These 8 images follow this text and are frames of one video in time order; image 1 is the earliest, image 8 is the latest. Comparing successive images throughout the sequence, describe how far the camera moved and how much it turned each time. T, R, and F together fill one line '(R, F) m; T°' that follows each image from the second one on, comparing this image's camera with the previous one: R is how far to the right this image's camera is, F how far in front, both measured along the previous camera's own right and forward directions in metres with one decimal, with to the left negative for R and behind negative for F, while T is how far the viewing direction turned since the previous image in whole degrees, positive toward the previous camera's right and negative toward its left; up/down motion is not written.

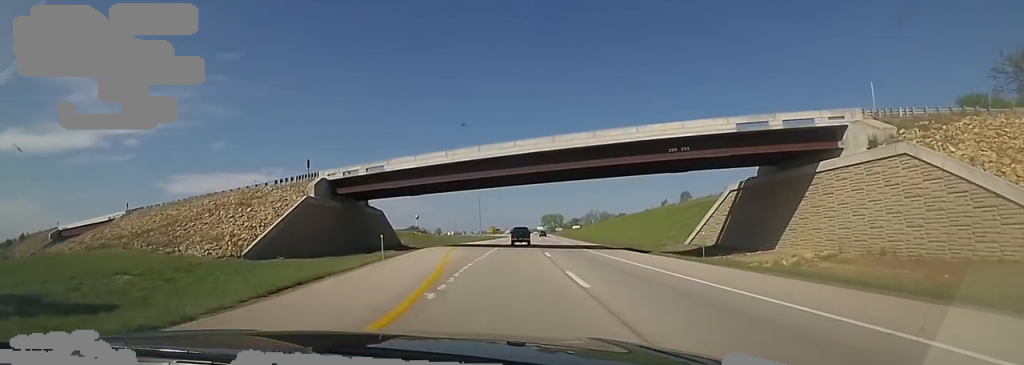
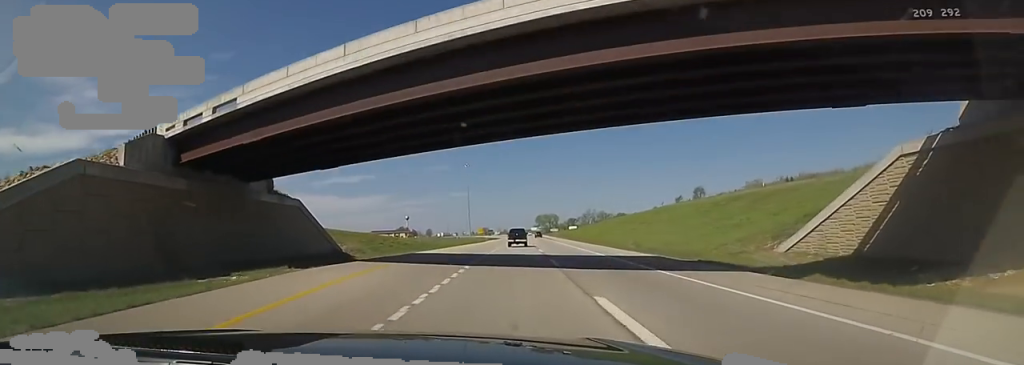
(0.0, +23.1) m; 0°
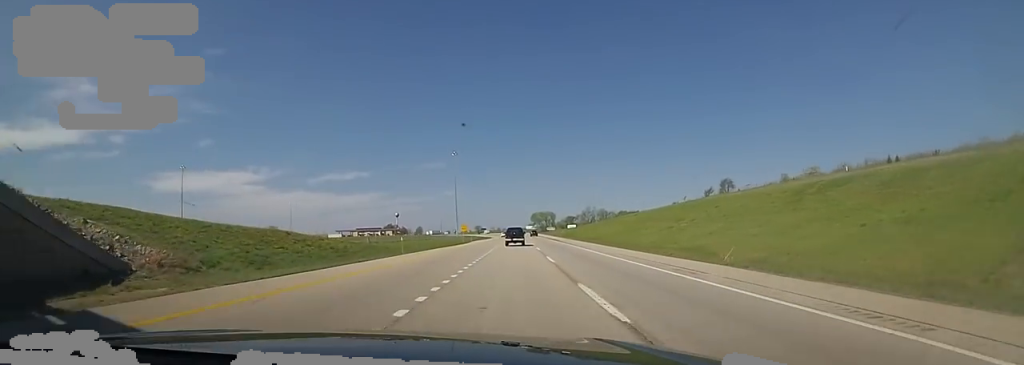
(0.0, +27.8) m; +1°
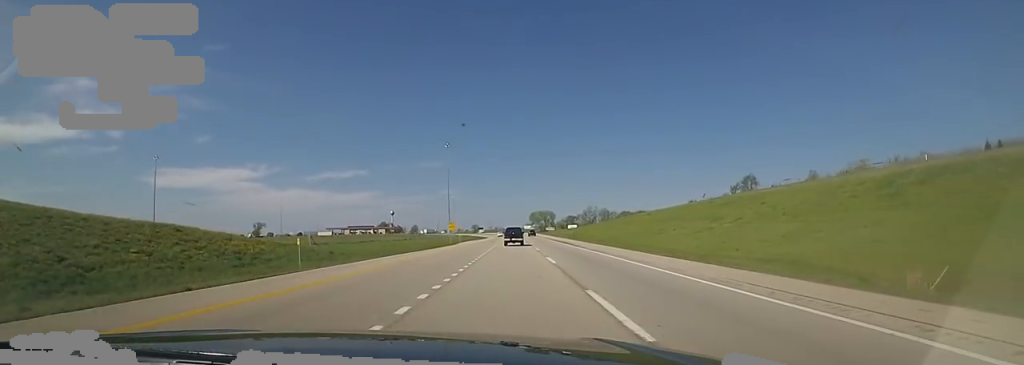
(-0.3, +16.2) m; +1°
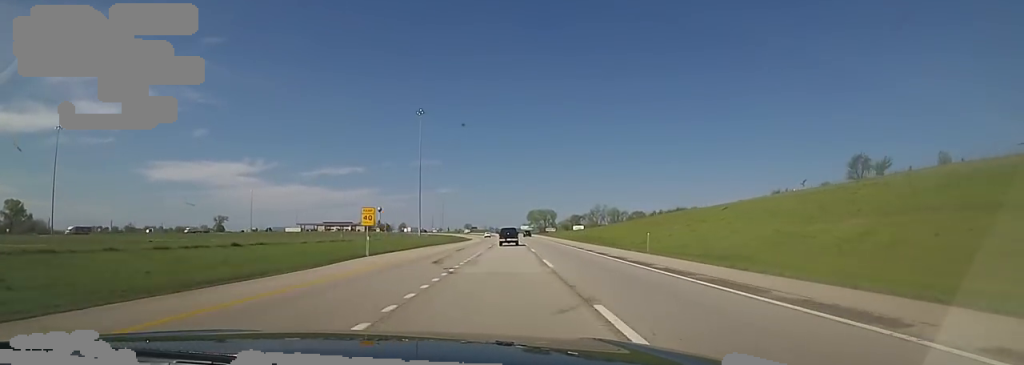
(+1.2, +47.6) m; +1°
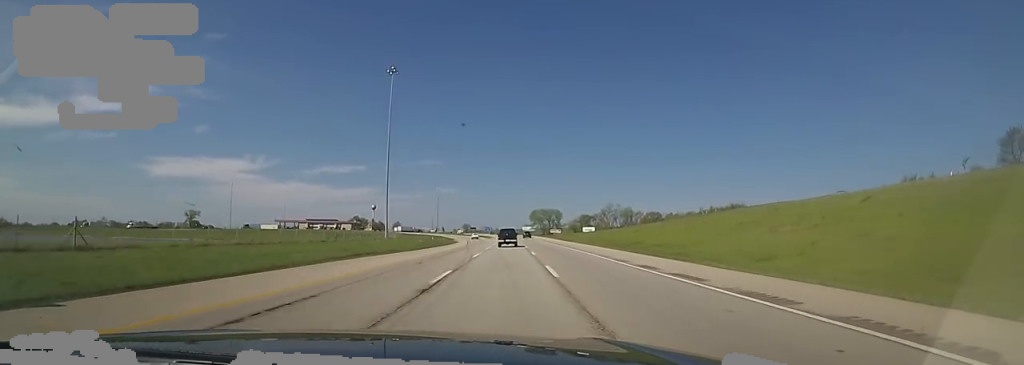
(-0.3, +33.9) m; 0°
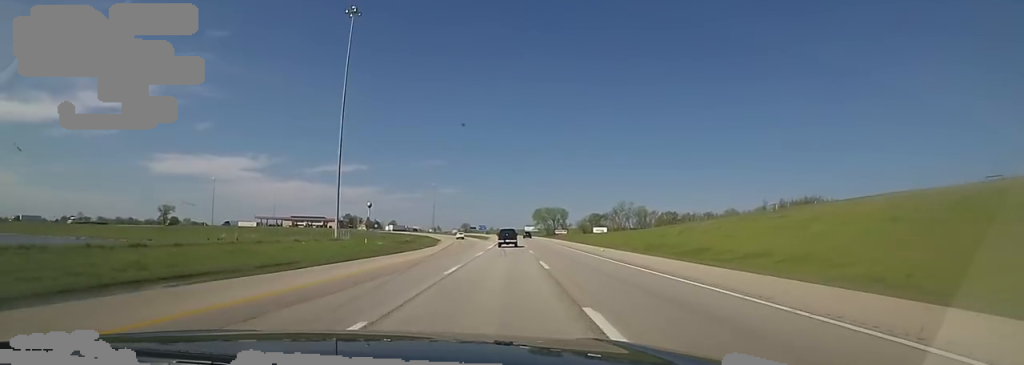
(+0.6, +26.9) m; 0°
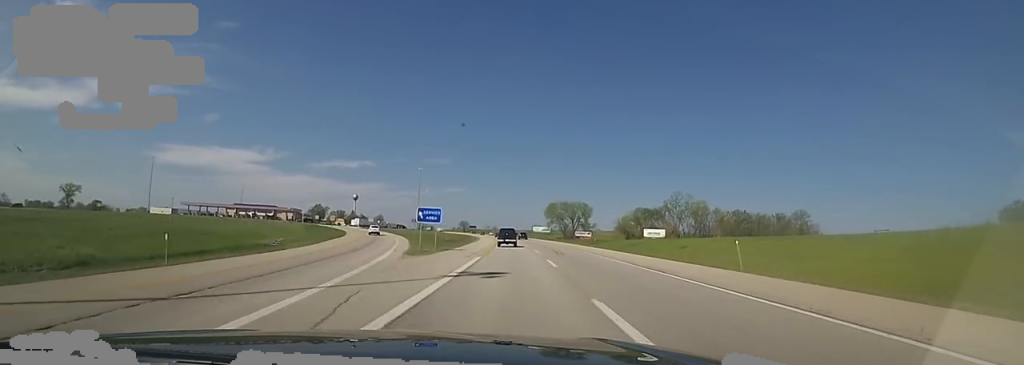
(-0.4, +74.8) m; -1°
